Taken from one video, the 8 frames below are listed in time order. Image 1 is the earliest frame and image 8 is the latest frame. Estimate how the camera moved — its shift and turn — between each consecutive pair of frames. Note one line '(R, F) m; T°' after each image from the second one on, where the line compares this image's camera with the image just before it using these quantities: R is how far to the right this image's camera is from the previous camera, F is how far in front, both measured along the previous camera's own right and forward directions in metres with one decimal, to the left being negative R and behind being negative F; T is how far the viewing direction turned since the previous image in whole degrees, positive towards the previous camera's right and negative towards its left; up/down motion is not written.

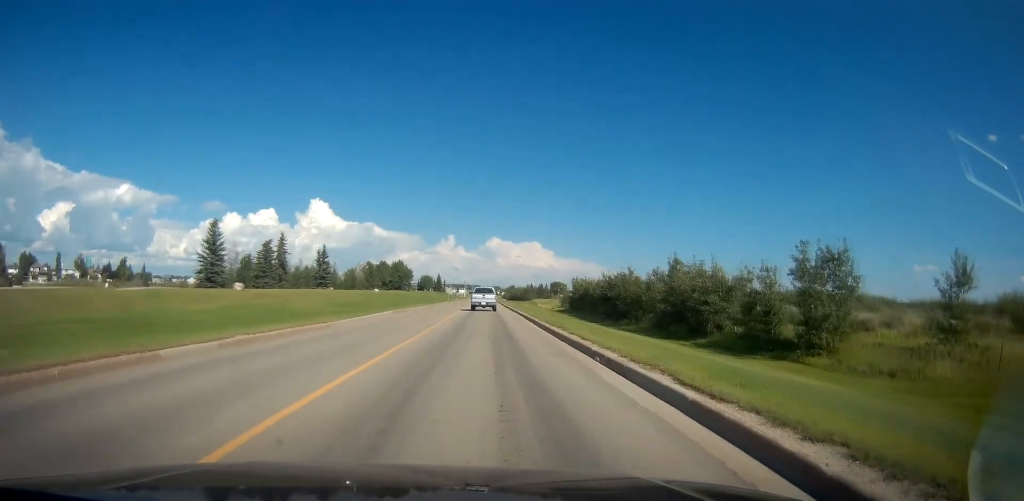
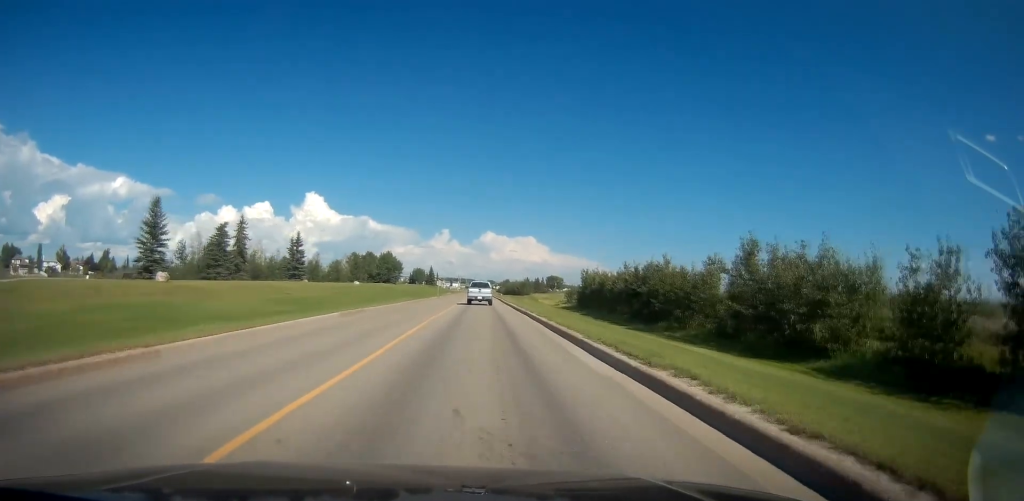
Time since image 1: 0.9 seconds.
(+0.2, +13.0) m; +1°
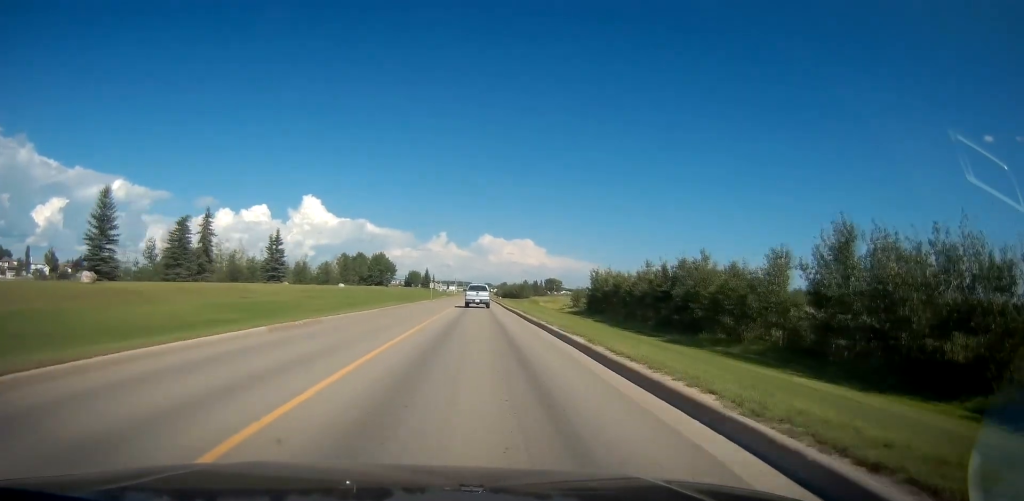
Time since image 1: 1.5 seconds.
(0.0, +8.7) m; 0°
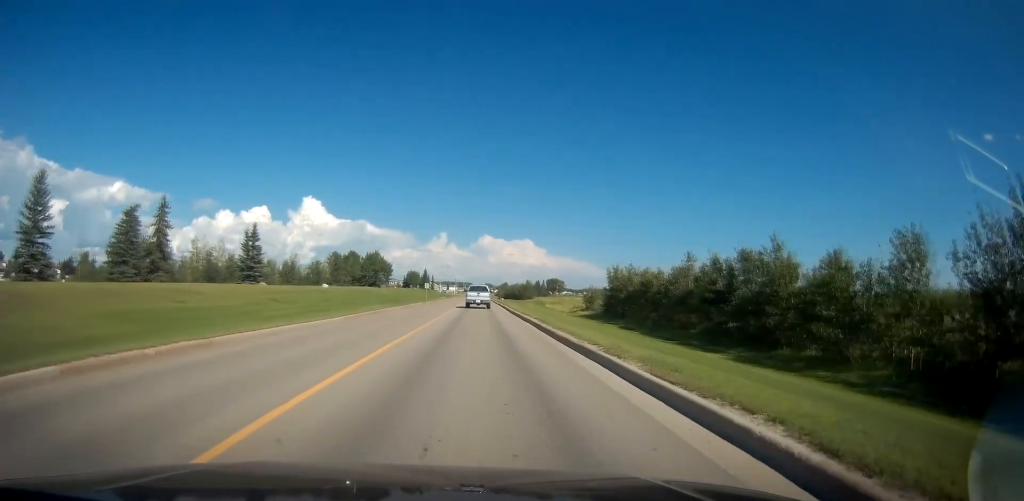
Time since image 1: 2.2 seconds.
(0.0, +9.7) m; 0°
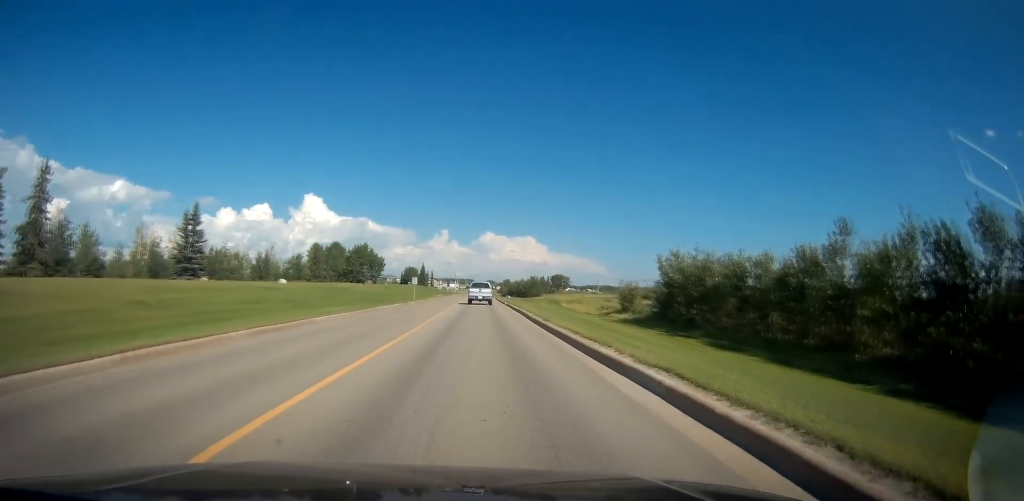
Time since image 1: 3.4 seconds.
(0.0, +18.0) m; 0°
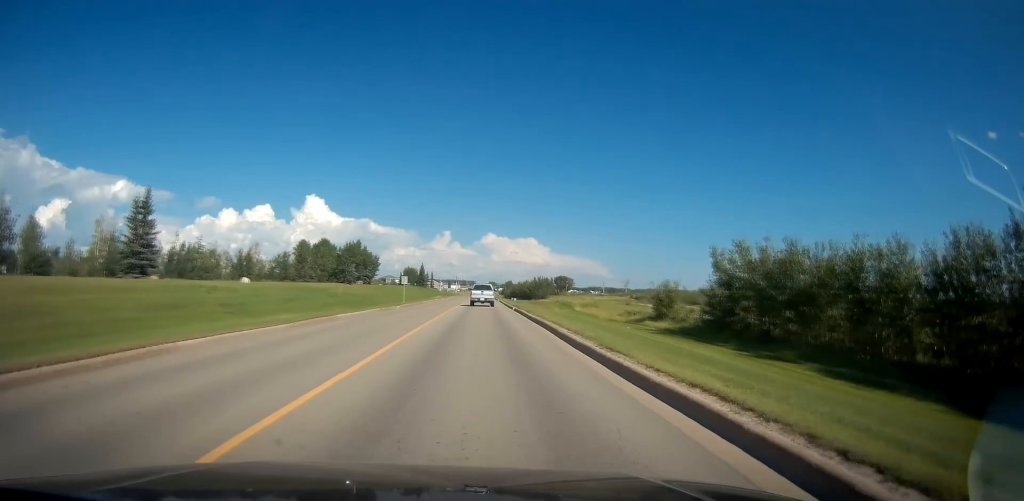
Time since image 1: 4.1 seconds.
(0.0, +10.7) m; 0°
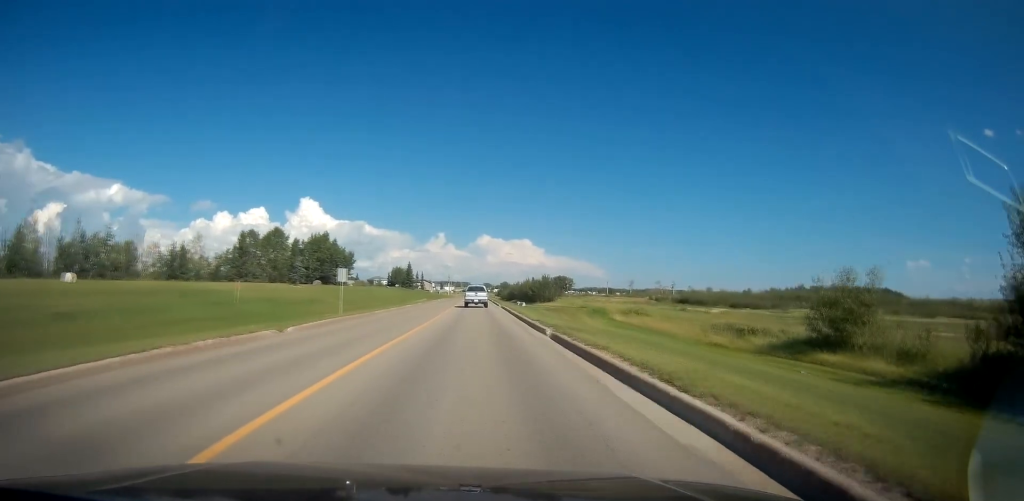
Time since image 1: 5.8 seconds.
(0.0, +24.5) m; 0°
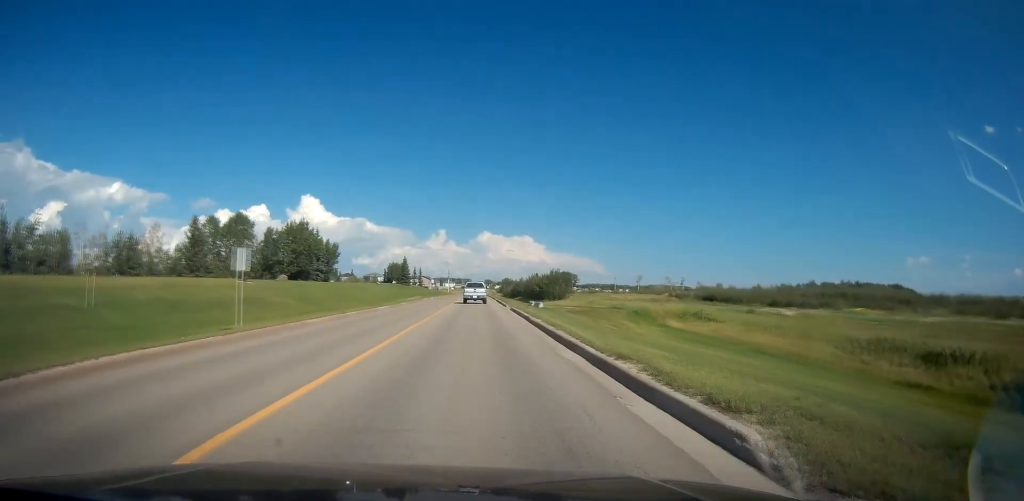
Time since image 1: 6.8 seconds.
(0.0, +14.9) m; 0°
